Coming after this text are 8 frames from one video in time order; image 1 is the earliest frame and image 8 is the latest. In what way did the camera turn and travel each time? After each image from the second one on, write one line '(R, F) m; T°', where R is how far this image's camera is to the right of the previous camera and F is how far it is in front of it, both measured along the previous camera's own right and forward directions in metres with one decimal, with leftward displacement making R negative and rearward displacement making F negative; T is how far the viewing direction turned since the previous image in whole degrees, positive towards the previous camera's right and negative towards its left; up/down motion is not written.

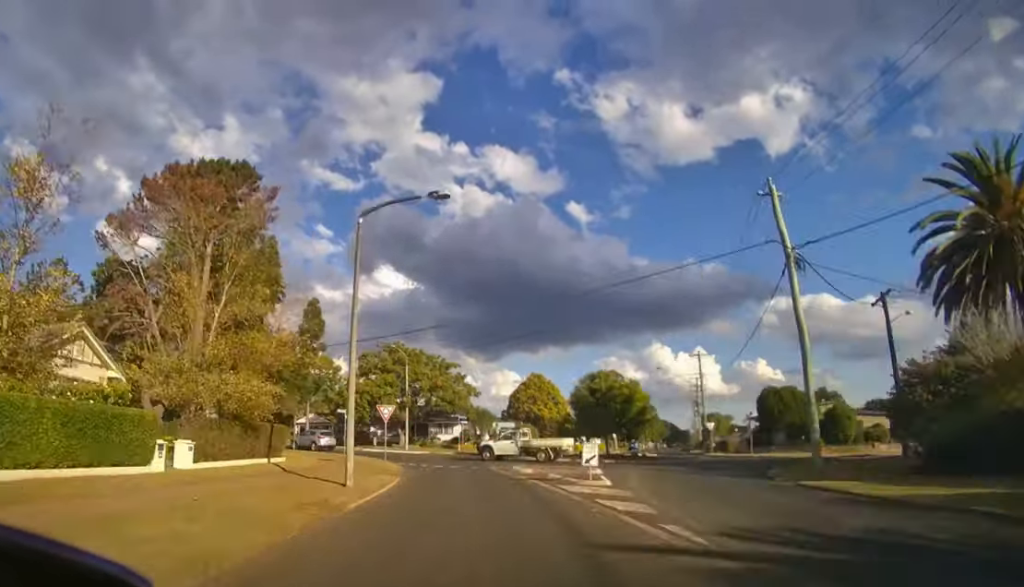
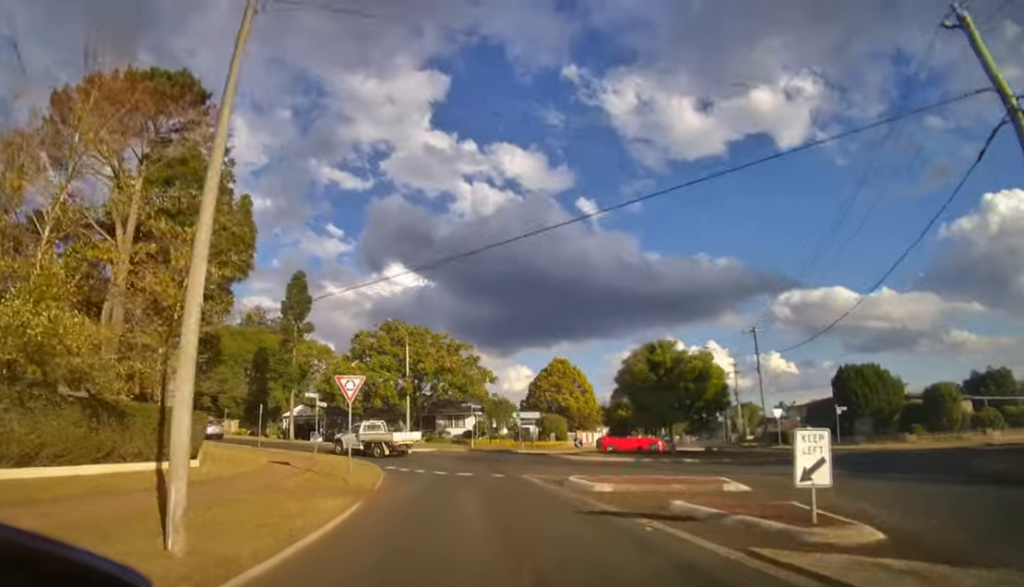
(-0.2, +9.4) m; -2°
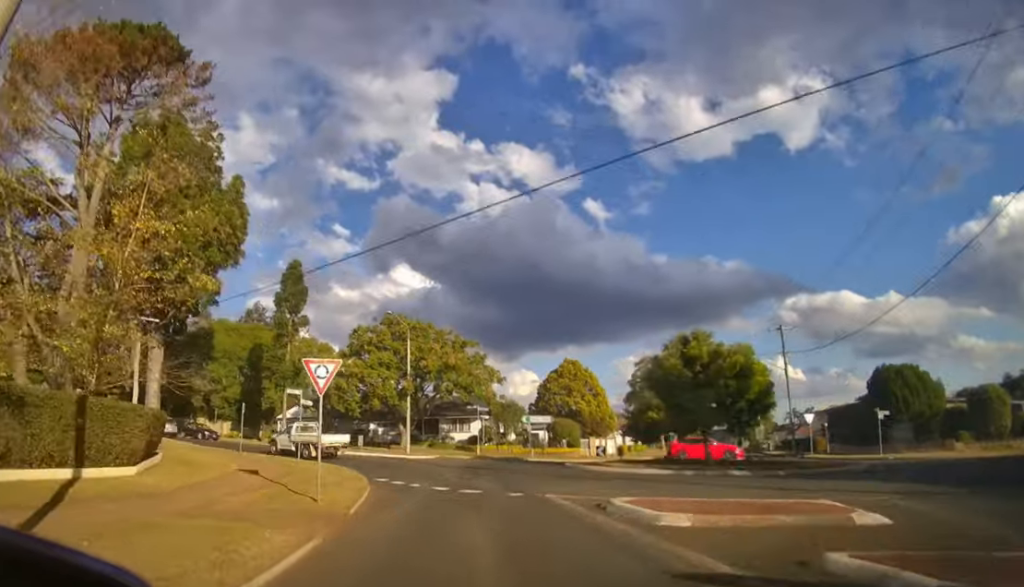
(0.0, +3.5) m; -2°
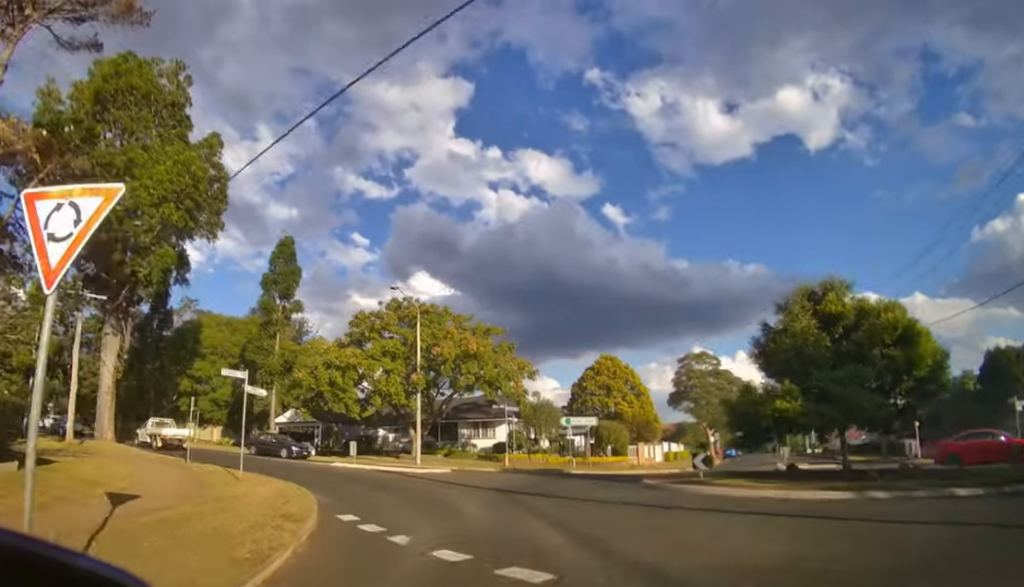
(-0.4, +7.6) m; -7°
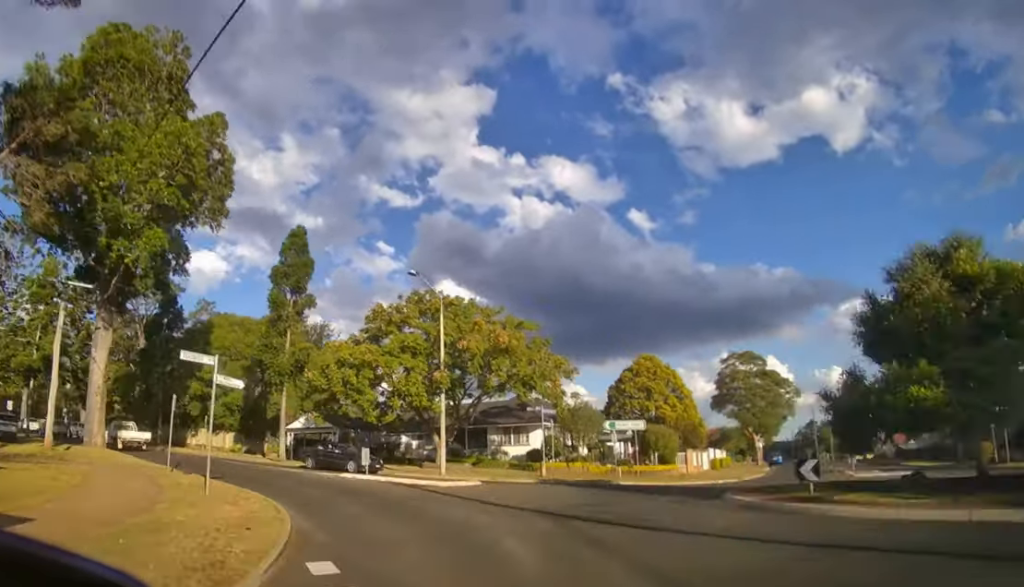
(-0.1, +3.1) m; -4°
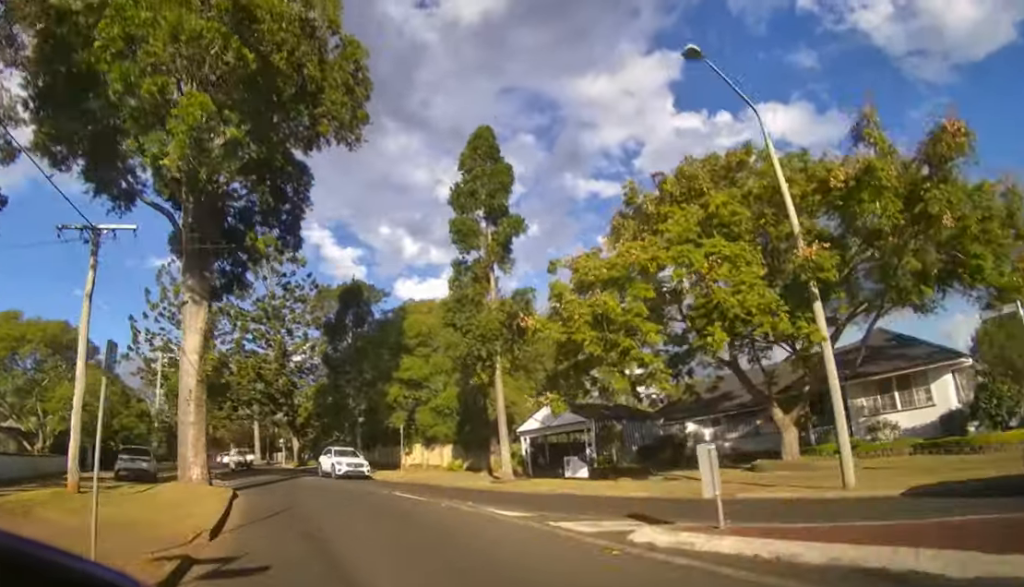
(-1.5, +12.2) m; -21°
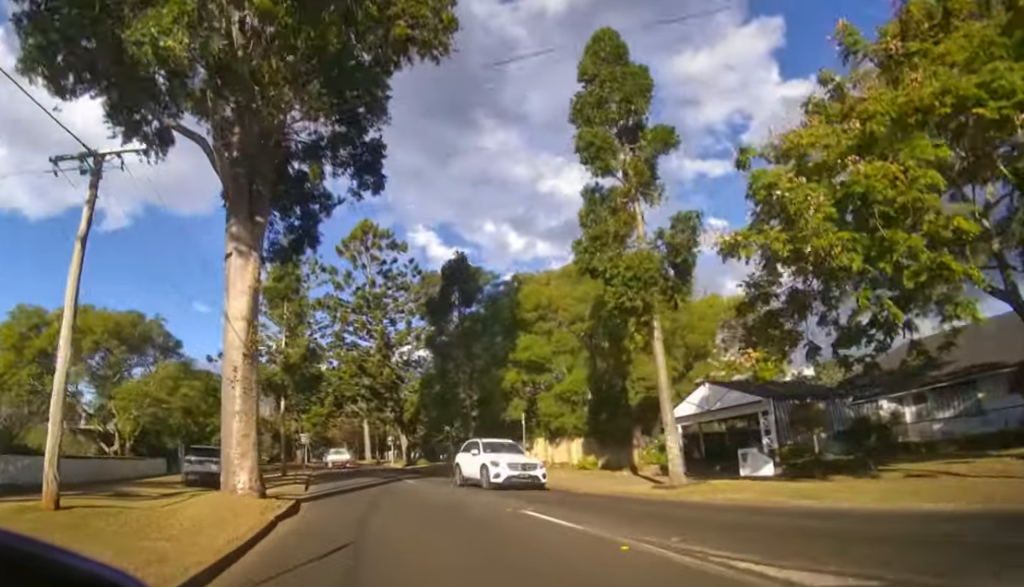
(-0.7, +5.1) m; -10°
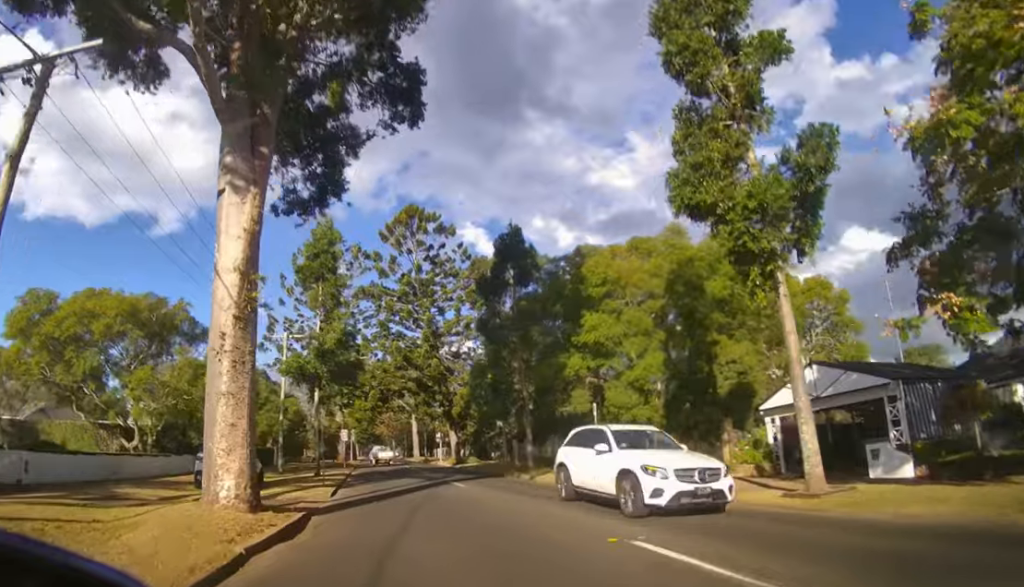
(0.0, +3.3) m; -6°
